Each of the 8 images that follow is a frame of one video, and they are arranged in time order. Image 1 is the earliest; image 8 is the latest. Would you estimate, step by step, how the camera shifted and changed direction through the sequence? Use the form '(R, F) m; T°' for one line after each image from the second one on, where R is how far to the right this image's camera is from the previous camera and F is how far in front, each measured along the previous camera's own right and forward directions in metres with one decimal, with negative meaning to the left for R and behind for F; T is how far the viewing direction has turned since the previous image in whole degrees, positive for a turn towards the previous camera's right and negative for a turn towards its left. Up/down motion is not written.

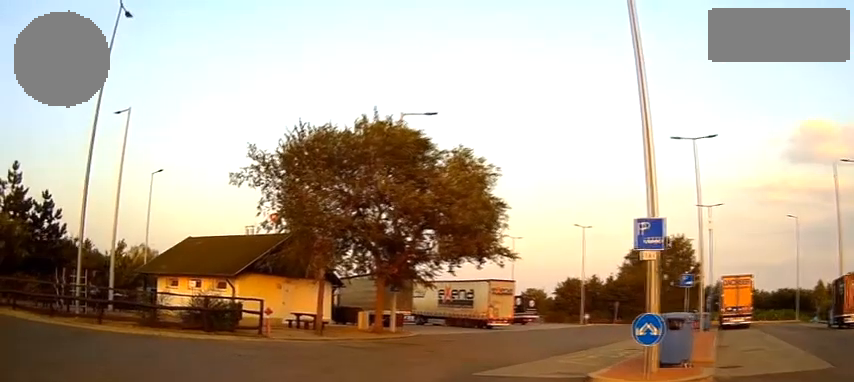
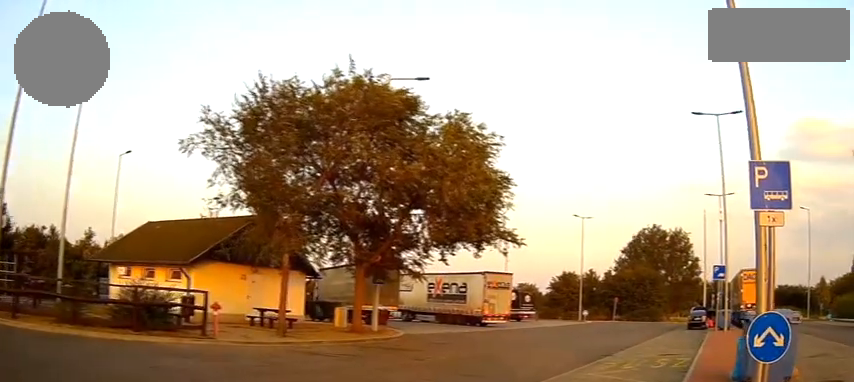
(-0.1, +5.9) m; 0°
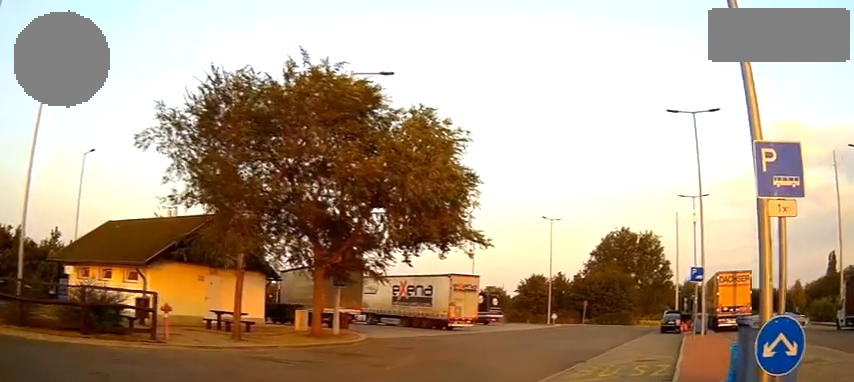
(+0.2, +1.2) m; +5°
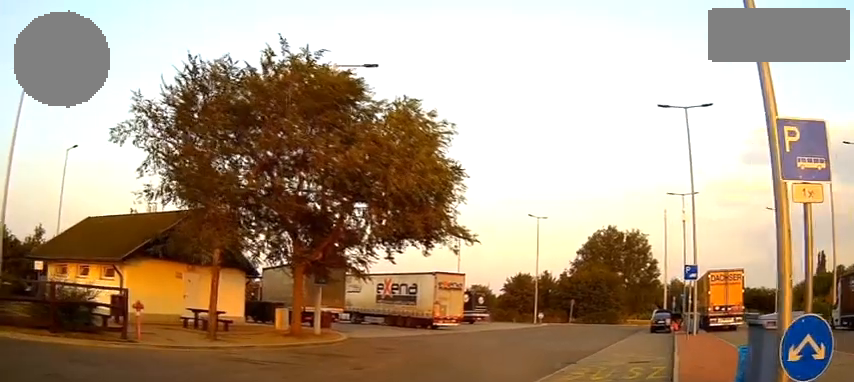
(+0.1, +0.5) m; +4°
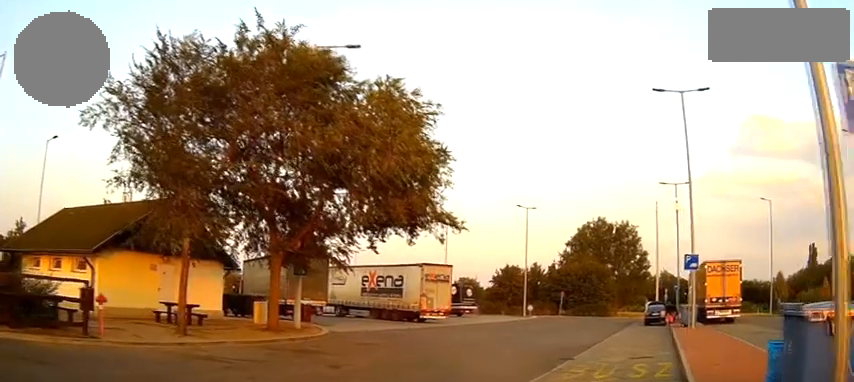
(-0.1, +1.1) m; -3°
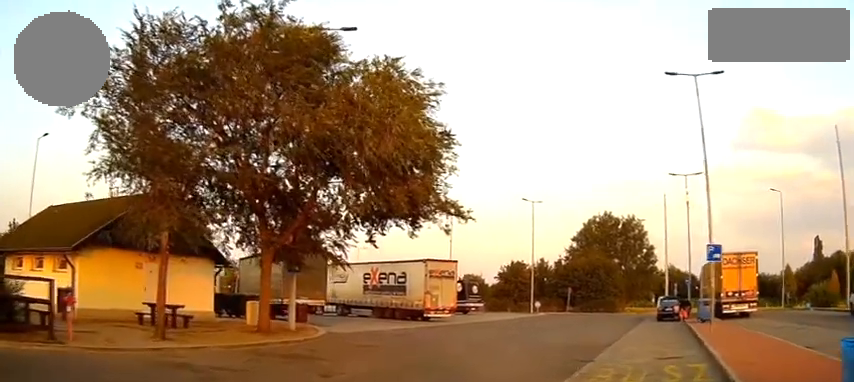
(0.0, +1.2) m; -3°
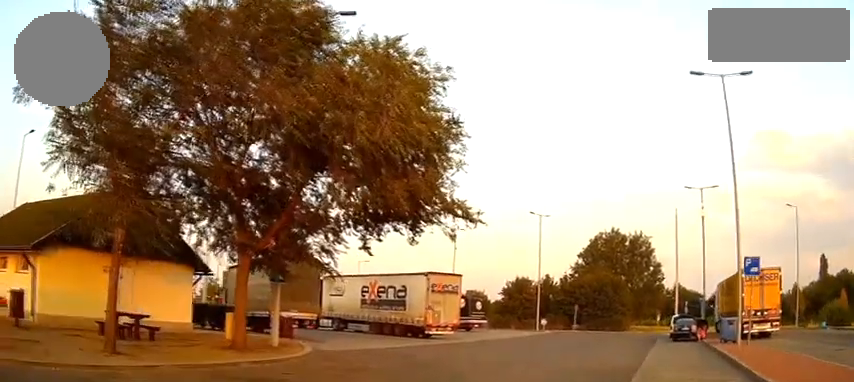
(-0.1, +2.4) m; 0°
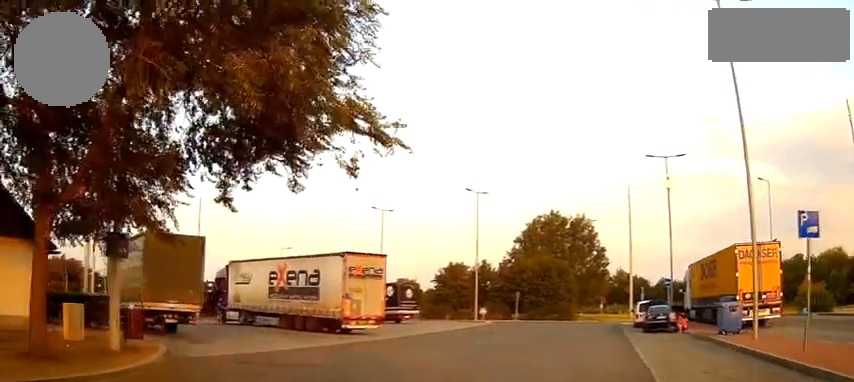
(+0.4, +6.4) m; +9°
